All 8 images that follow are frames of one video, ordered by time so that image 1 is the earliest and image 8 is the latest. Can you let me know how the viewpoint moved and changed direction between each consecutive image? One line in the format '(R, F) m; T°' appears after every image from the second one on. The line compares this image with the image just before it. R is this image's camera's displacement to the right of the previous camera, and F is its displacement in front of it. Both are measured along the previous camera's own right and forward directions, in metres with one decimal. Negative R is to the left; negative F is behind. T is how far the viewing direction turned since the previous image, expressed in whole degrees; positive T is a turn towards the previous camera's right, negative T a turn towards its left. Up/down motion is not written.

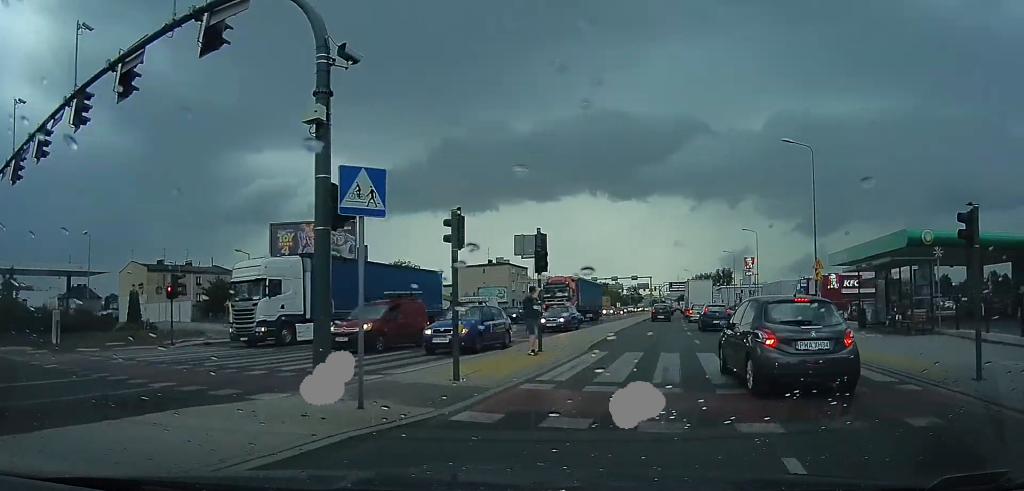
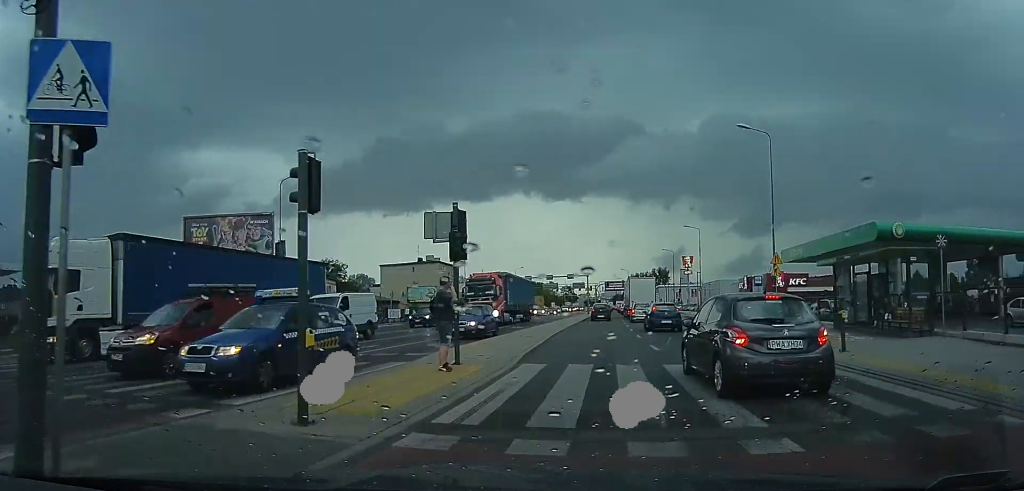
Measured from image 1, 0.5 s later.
(+0.1, +3.2) m; +6°
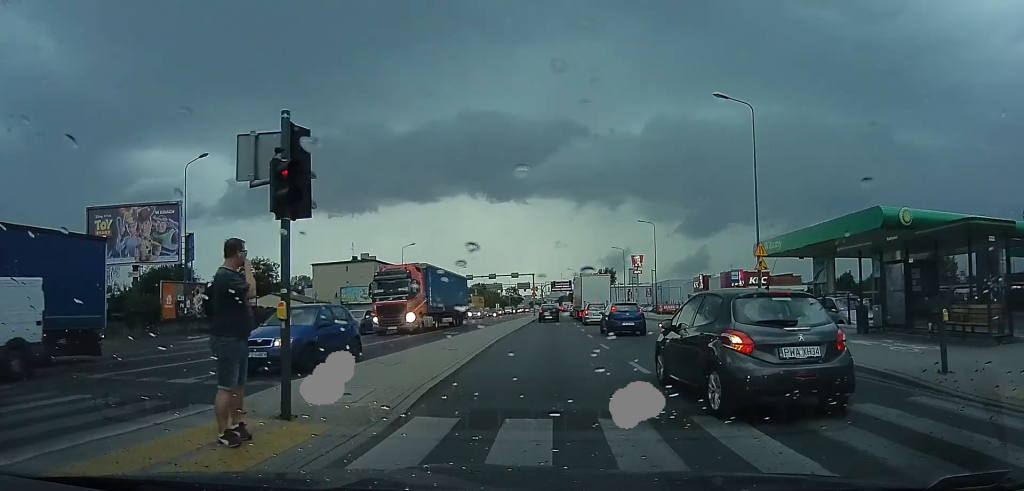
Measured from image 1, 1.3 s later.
(+0.4, +5.2) m; +7°
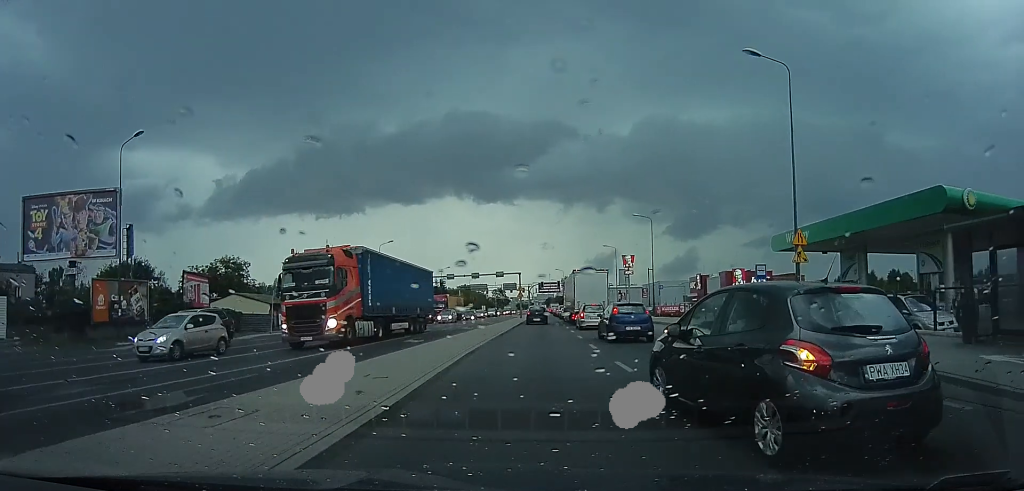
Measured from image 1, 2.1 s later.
(+0.3, +5.0) m; +5°
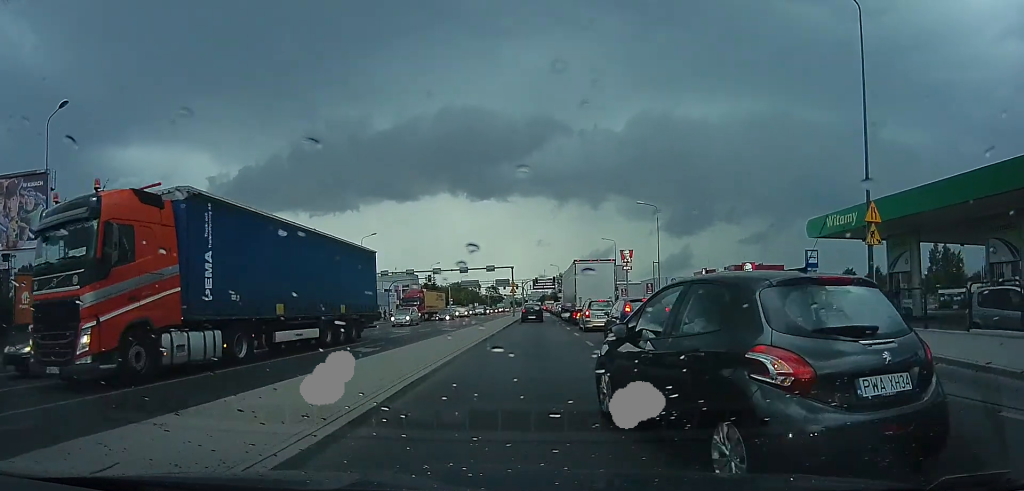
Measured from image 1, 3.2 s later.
(+0.3, +6.0) m; +4°
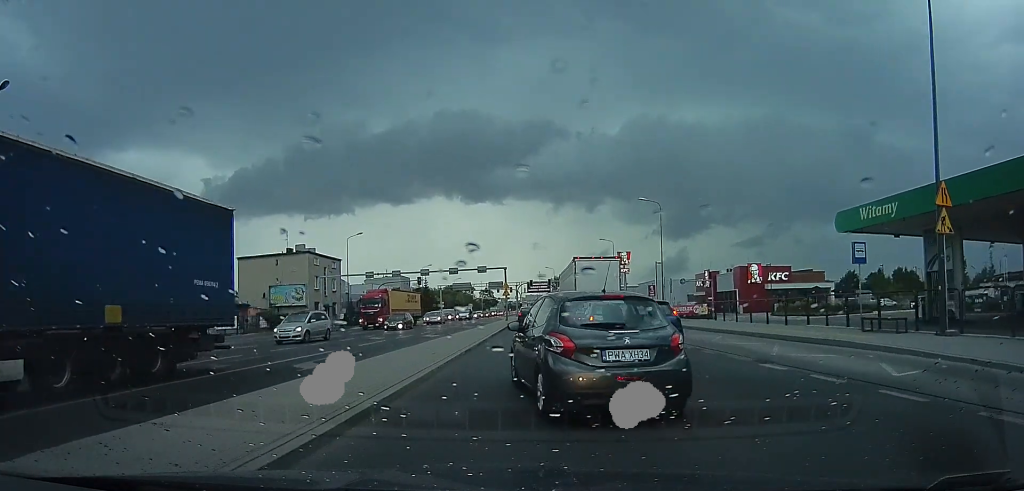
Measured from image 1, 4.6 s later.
(+0.1, +6.6) m; +3°
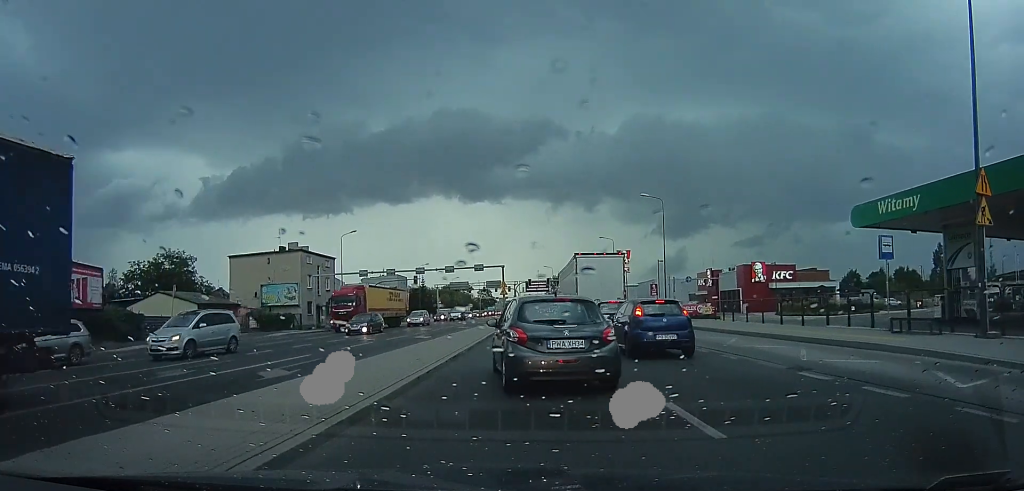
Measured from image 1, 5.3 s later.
(0.0, +2.5) m; +3°
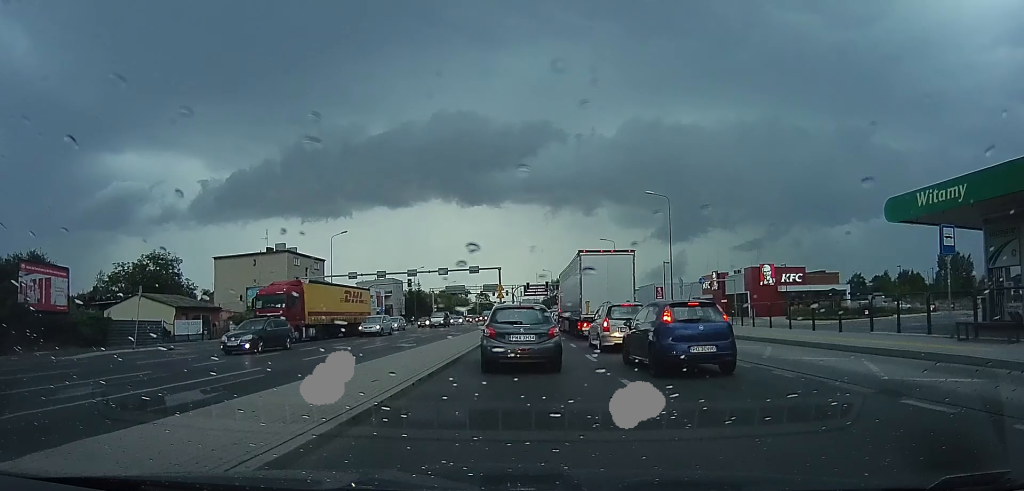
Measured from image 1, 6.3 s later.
(+0.3, +3.5) m; +5°
